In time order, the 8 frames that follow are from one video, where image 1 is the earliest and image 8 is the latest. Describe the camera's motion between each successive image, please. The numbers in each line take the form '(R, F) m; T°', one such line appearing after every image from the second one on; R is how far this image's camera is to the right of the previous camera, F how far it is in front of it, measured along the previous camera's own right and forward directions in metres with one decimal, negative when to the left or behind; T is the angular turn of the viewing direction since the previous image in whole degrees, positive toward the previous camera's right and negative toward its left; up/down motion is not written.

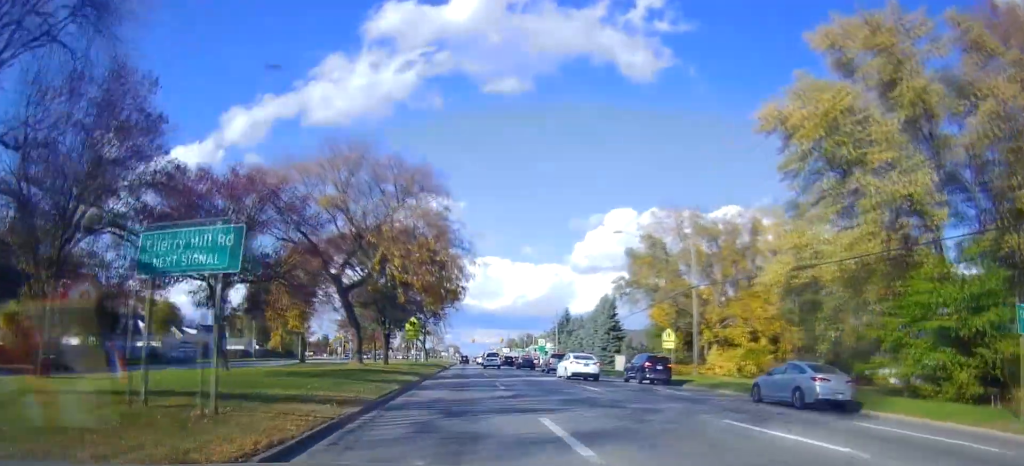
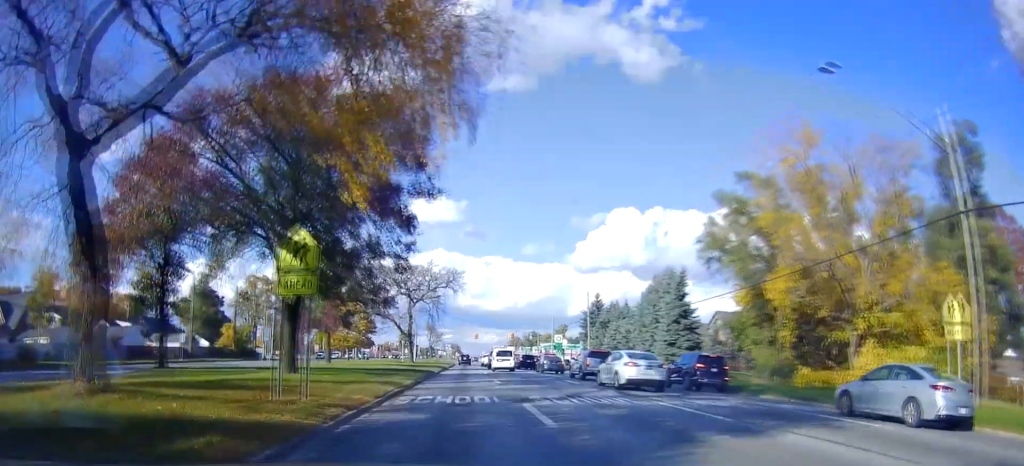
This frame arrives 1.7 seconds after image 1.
(-1.1, +27.6) m; -3°
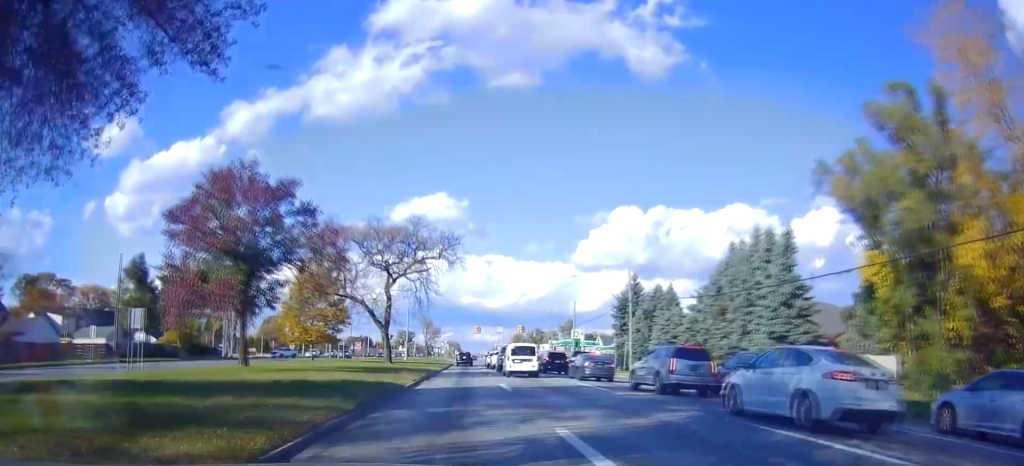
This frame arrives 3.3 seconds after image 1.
(+0.7, +21.5) m; +4°
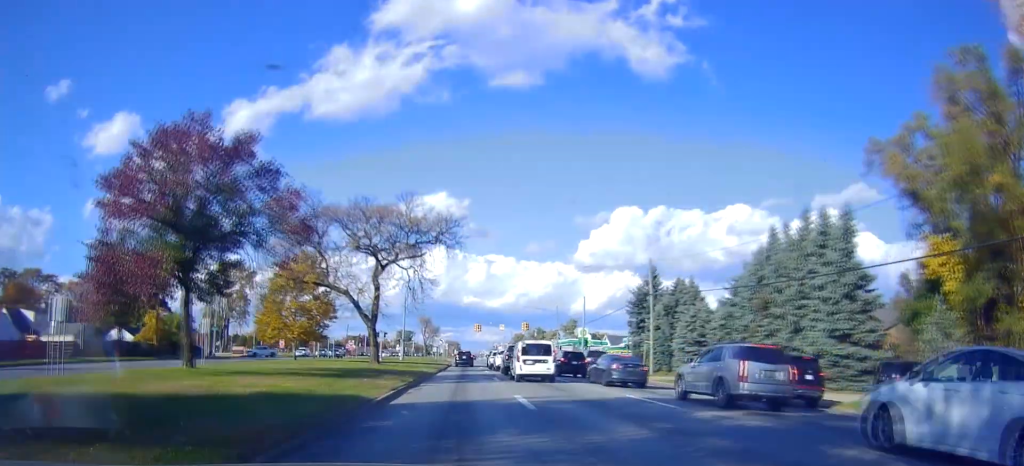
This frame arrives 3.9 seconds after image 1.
(0.0, +7.1) m; 0°
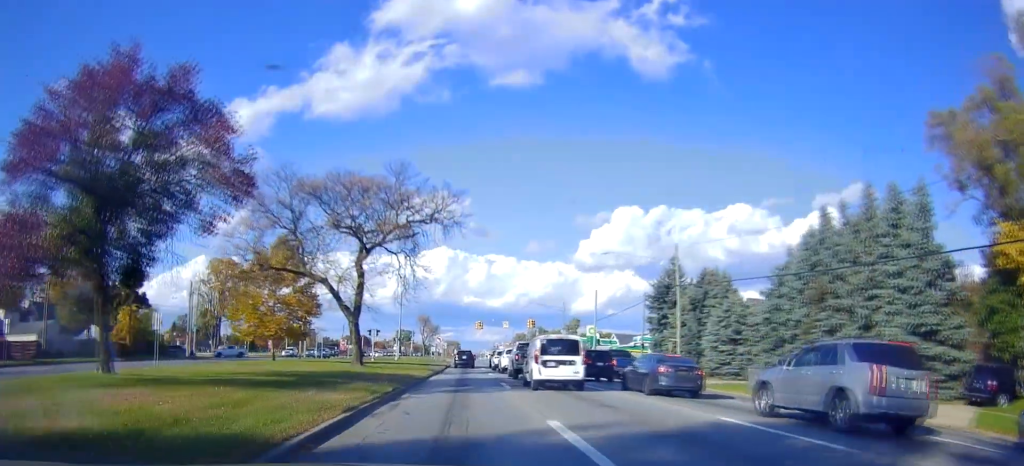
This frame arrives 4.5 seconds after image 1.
(0.0, +7.3) m; -2°
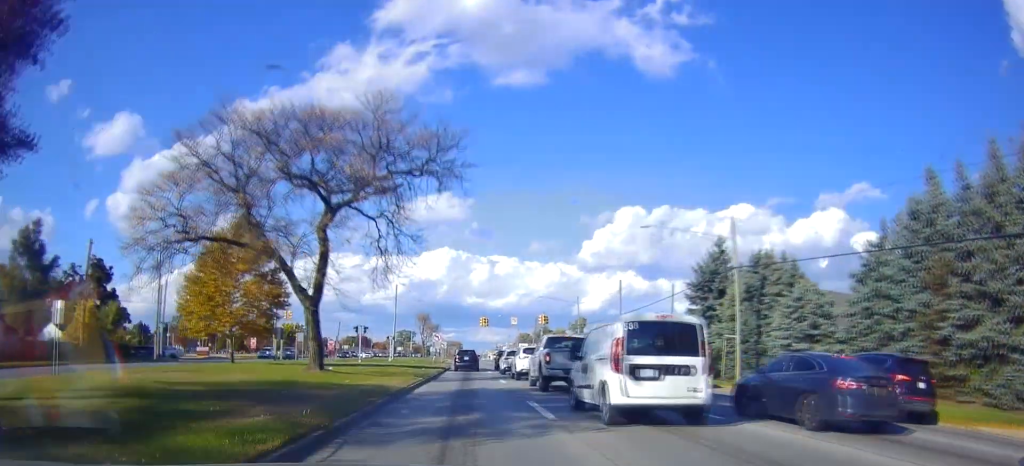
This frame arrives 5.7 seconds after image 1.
(-0.4, +10.8) m; -4°
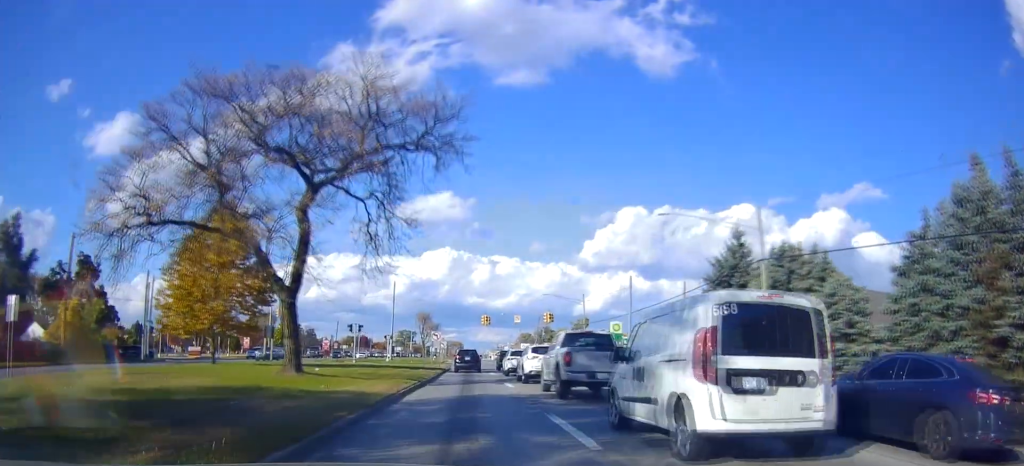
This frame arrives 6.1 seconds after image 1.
(-0.3, +3.8) m; 0°
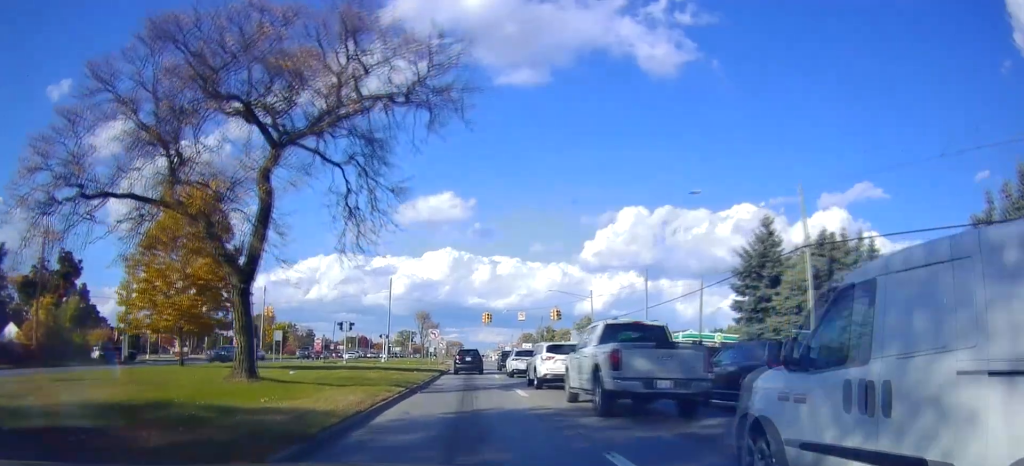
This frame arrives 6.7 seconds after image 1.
(+0.3, +4.8) m; +3°
